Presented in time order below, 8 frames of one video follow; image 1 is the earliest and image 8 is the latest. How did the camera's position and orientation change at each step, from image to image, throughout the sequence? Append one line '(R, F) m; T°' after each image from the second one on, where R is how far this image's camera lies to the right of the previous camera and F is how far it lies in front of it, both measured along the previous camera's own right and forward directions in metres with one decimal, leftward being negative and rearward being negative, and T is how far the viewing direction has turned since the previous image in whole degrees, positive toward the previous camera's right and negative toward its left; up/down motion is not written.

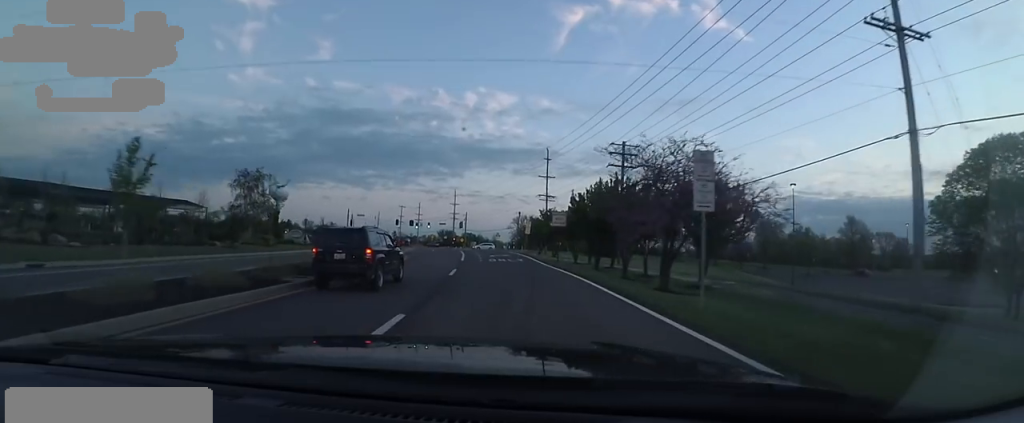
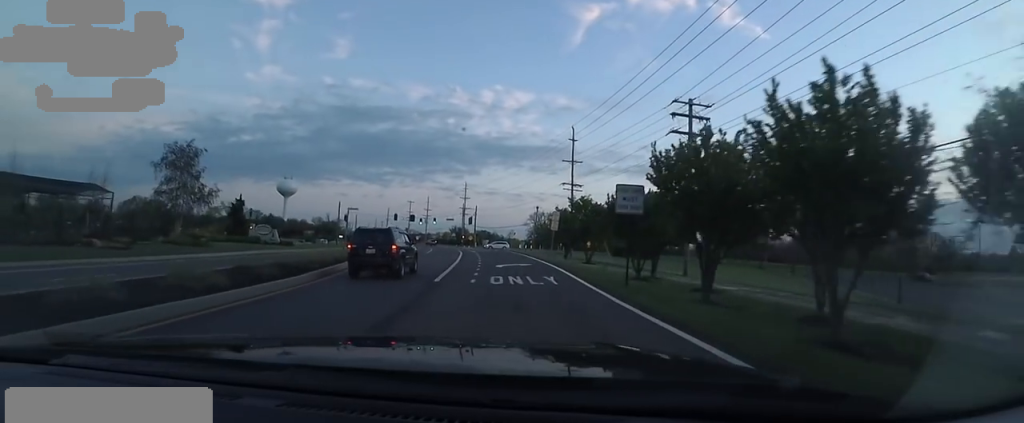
(-0.4, +14.0) m; -3°
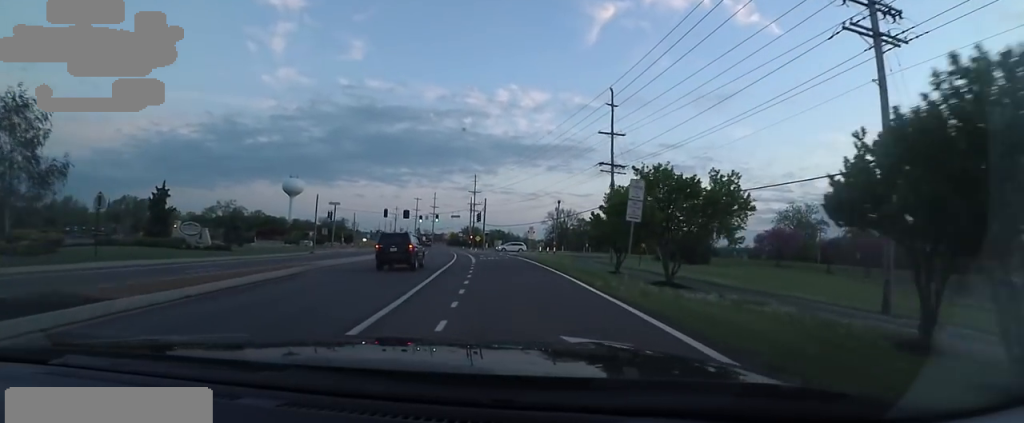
(-0.5, +16.4) m; -1°
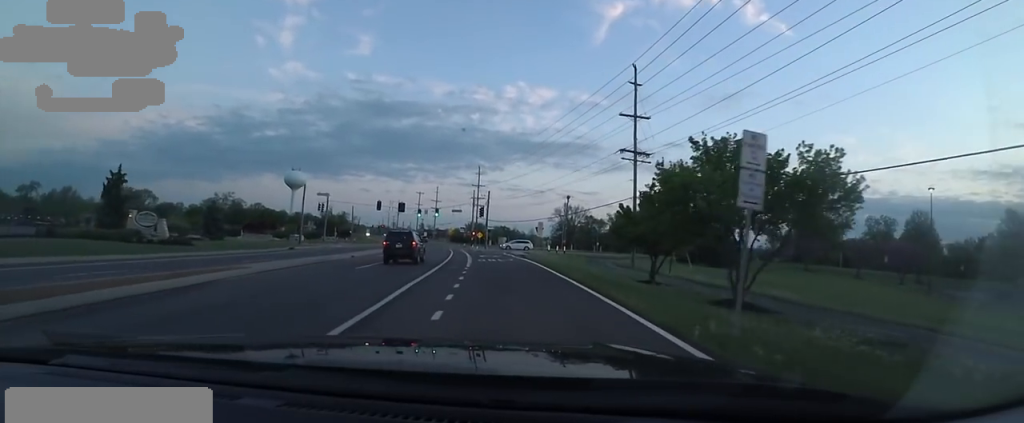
(+0.1, +6.3) m; 0°
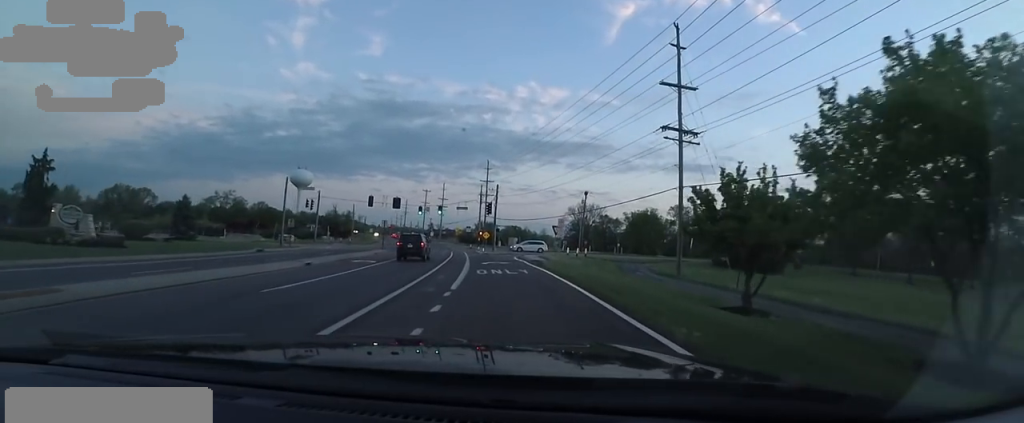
(+0.3, +8.8) m; -1°
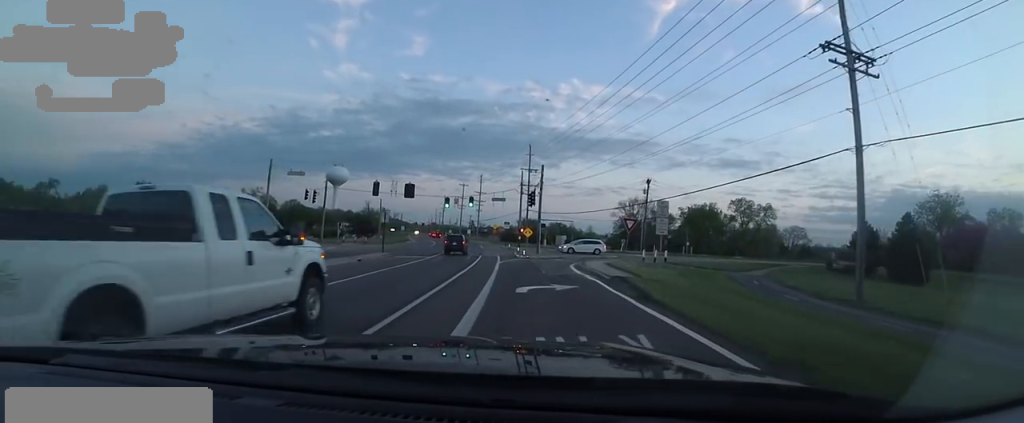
(-1.6, +14.7) m; -11°
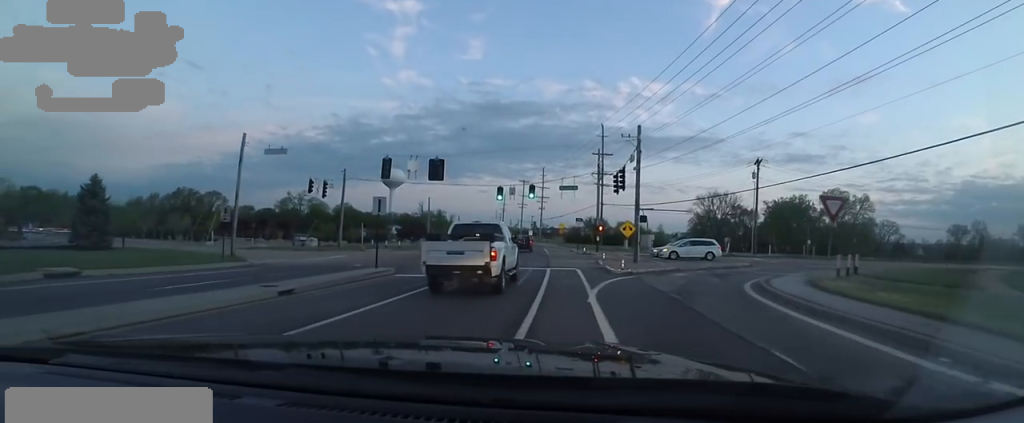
(-0.5, +15.4) m; 0°
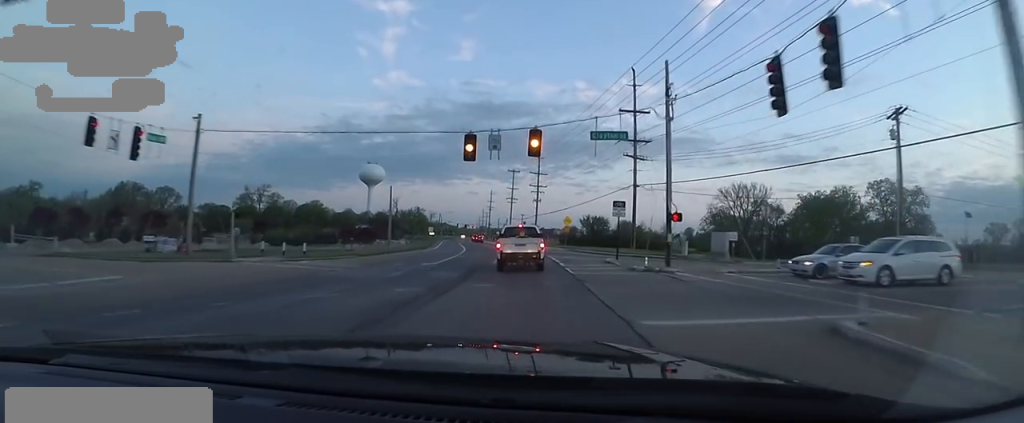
(+0.1, +23.1) m; -1°
